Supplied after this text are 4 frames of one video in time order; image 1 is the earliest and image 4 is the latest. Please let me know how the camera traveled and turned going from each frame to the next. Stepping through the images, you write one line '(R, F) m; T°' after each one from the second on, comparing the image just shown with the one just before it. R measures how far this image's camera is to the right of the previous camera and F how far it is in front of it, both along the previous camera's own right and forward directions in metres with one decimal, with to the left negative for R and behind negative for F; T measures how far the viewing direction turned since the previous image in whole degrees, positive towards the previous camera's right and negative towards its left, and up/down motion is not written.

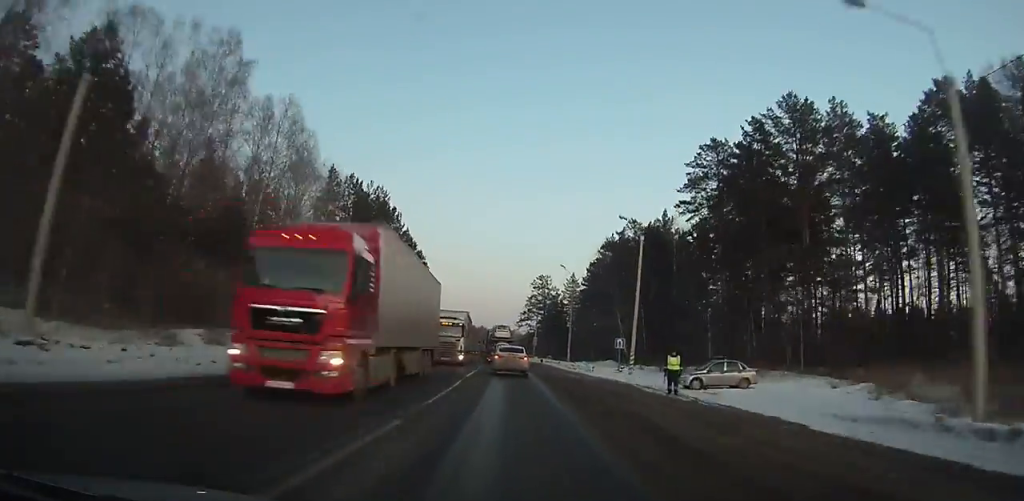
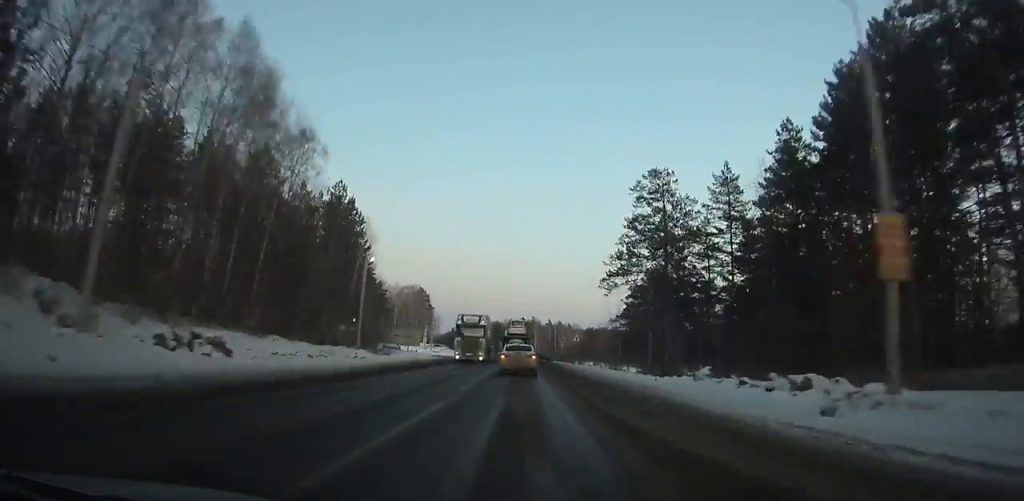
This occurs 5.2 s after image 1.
(-3.0, +81.6) m; -3°
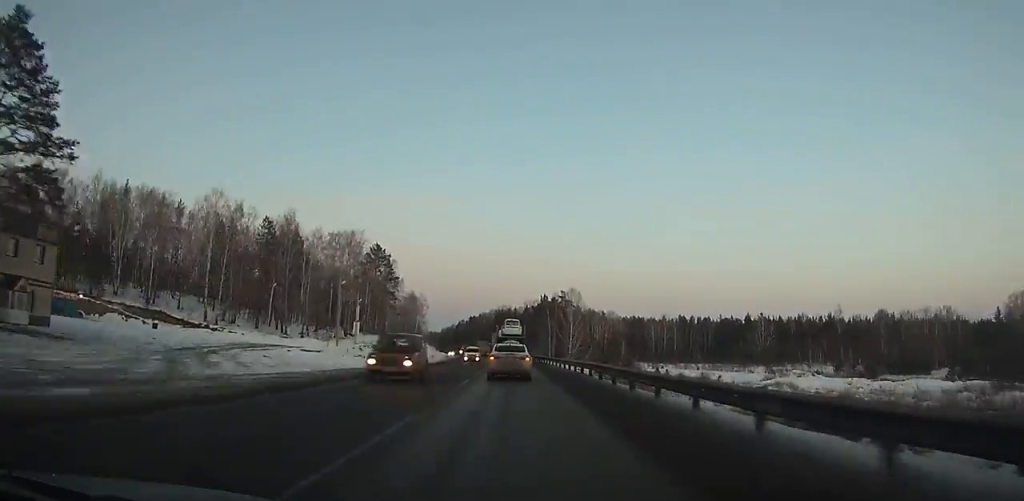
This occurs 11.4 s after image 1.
(-1.5, +101.7) m; -2°
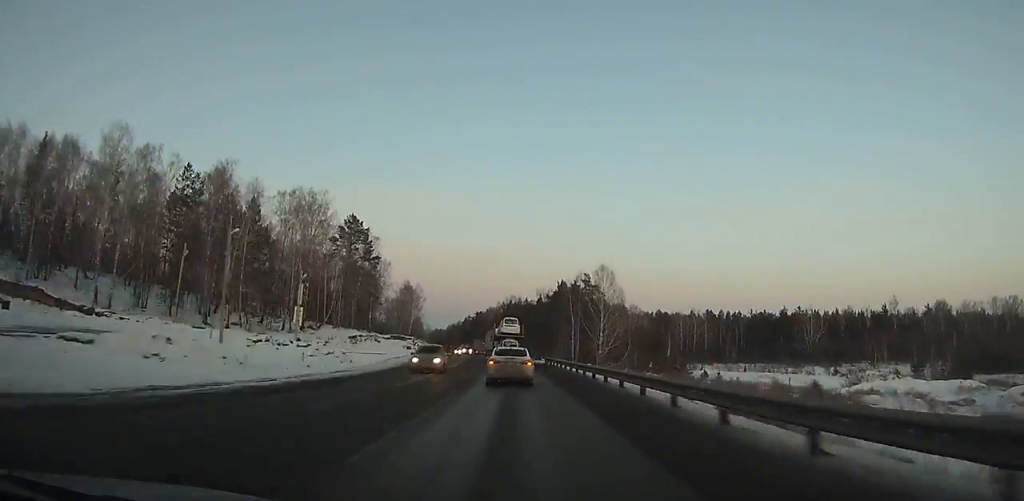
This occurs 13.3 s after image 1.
(-0.2, +31.8) m; -1°
